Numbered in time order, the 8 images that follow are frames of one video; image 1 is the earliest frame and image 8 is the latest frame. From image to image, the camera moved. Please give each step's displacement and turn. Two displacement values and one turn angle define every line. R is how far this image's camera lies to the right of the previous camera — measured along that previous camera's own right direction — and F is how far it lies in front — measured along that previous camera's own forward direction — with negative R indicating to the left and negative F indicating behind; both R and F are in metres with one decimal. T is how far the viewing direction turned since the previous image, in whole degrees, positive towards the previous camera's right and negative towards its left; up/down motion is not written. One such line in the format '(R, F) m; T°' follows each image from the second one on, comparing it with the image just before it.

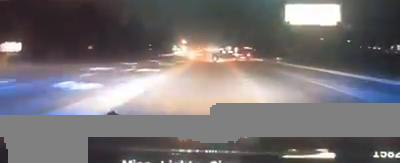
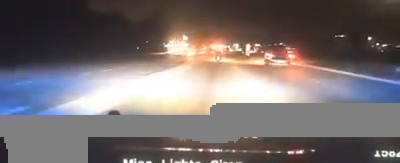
(+2.8, +33.6) m; +14°
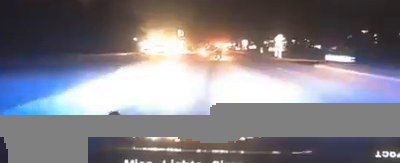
(+13.6, +68.9) m; +8°
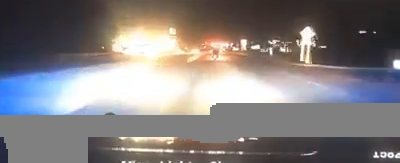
(-2.2, +32.8) m; -3°
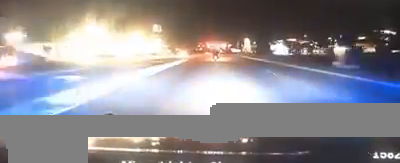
(-4.2, +62.6) m; -4°
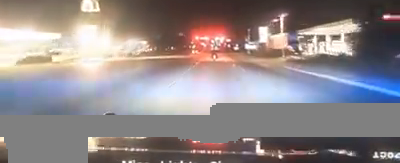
(0.0, +103.2) m; 0°
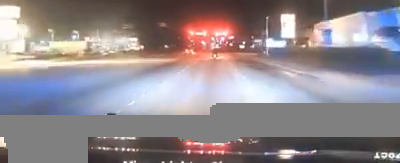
(+0.1, +42.0) m; 0°
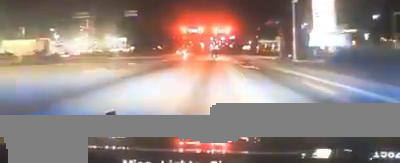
(0.0, +28.3) m; 0°
